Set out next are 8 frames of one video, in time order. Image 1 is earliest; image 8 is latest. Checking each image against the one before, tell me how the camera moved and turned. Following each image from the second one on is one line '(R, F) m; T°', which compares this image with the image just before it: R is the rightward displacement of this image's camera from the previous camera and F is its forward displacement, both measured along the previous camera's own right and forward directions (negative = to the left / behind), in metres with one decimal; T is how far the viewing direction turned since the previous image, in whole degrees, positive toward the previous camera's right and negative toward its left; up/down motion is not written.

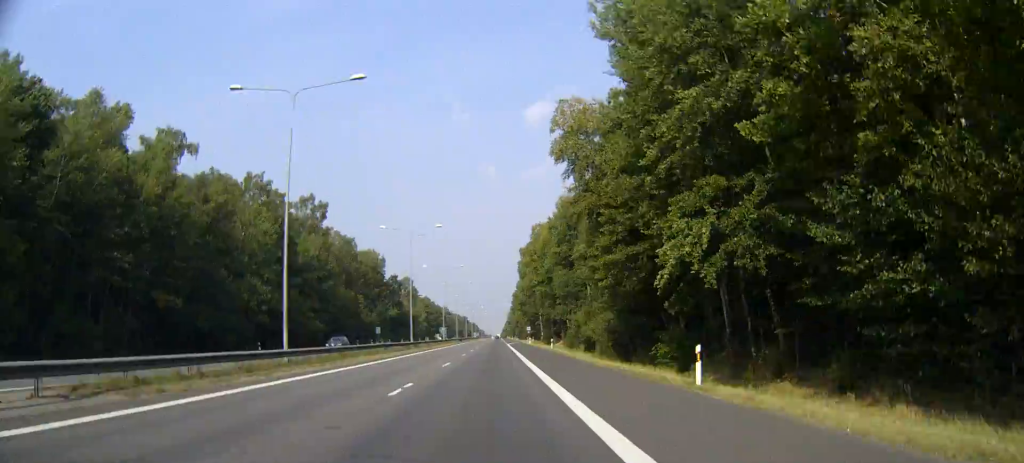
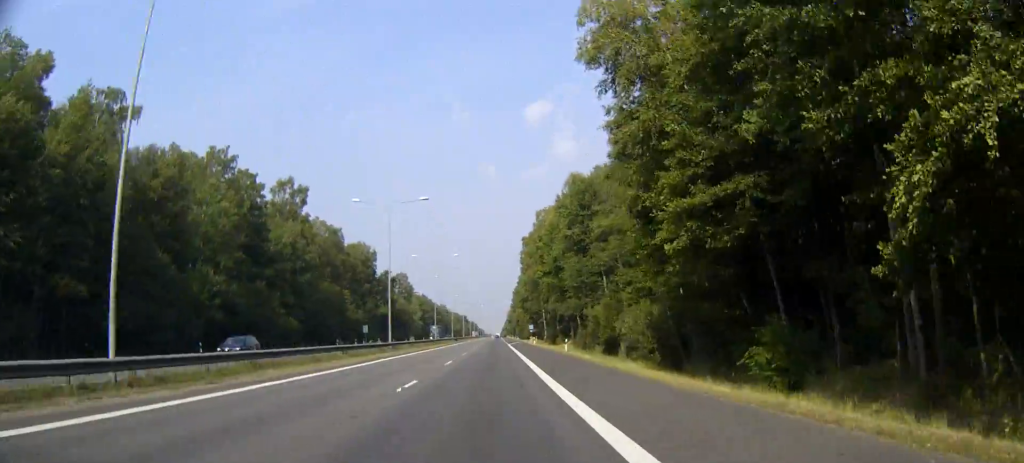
(0.0, +14.7) m; 0°
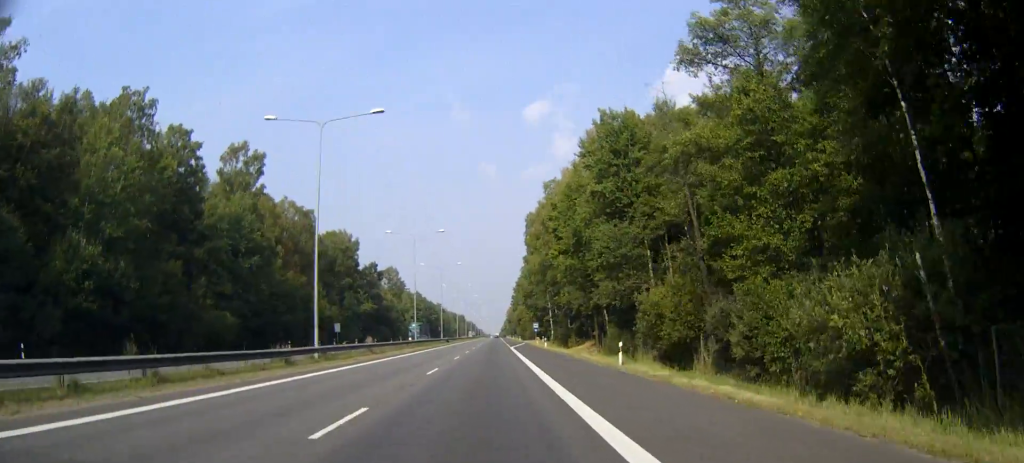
(+0.1, +24.2) m; 0°
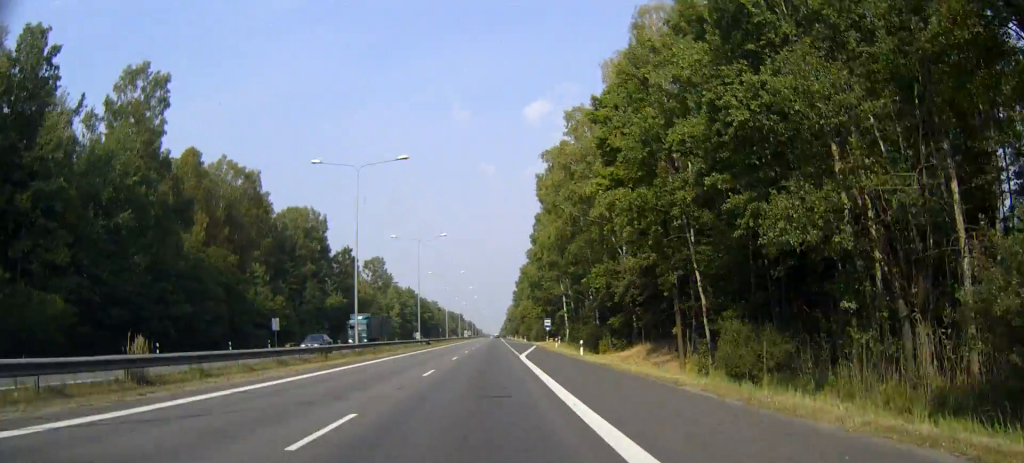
(+0.1, +32.9) m; 0°
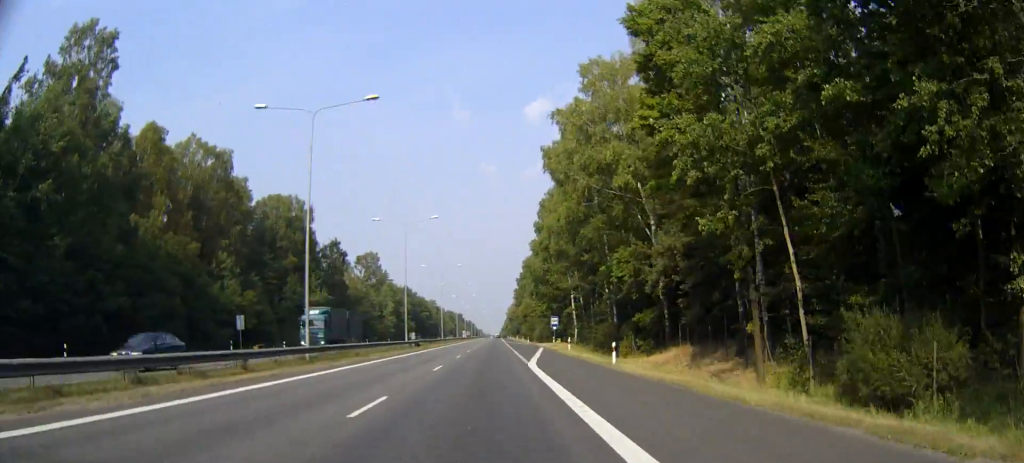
(0.0, +12.1) m; 0°
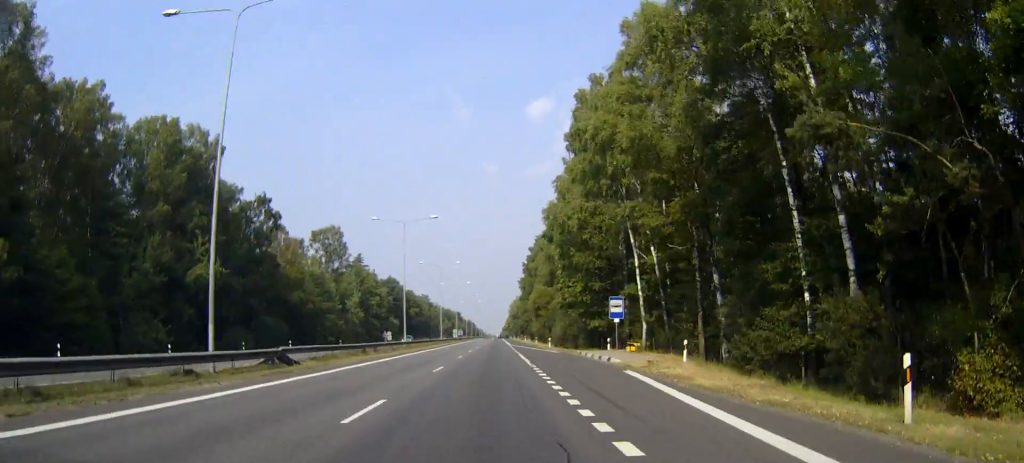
(-0.1, +48.5) m; 0°
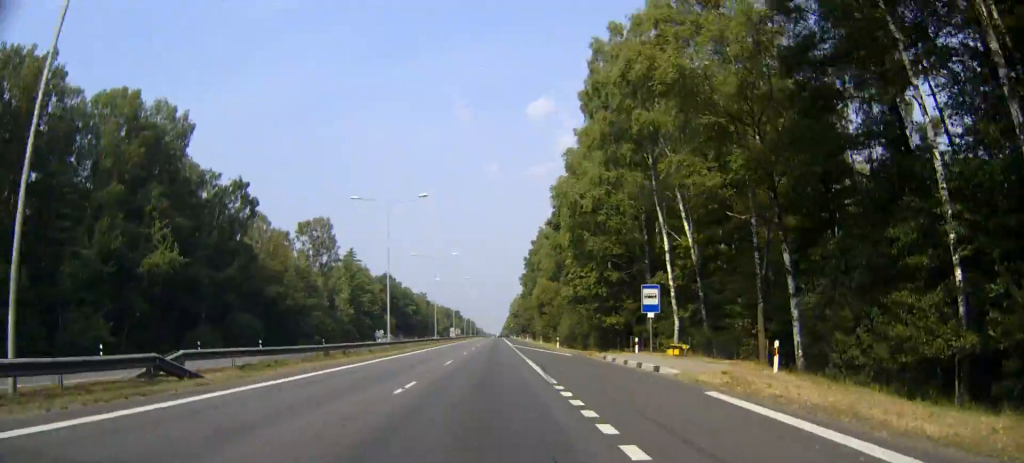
(0.0, +10.4) m; 0°
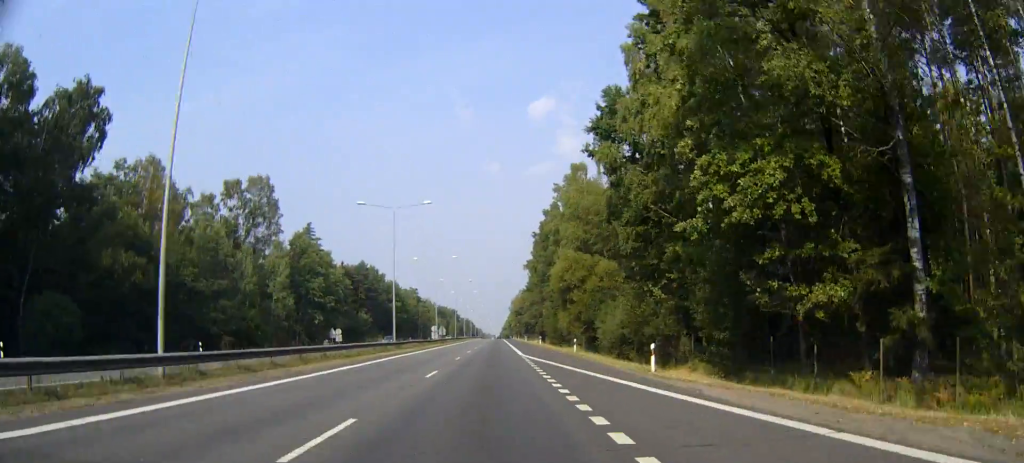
(0.0, +40.7) m; 0°
